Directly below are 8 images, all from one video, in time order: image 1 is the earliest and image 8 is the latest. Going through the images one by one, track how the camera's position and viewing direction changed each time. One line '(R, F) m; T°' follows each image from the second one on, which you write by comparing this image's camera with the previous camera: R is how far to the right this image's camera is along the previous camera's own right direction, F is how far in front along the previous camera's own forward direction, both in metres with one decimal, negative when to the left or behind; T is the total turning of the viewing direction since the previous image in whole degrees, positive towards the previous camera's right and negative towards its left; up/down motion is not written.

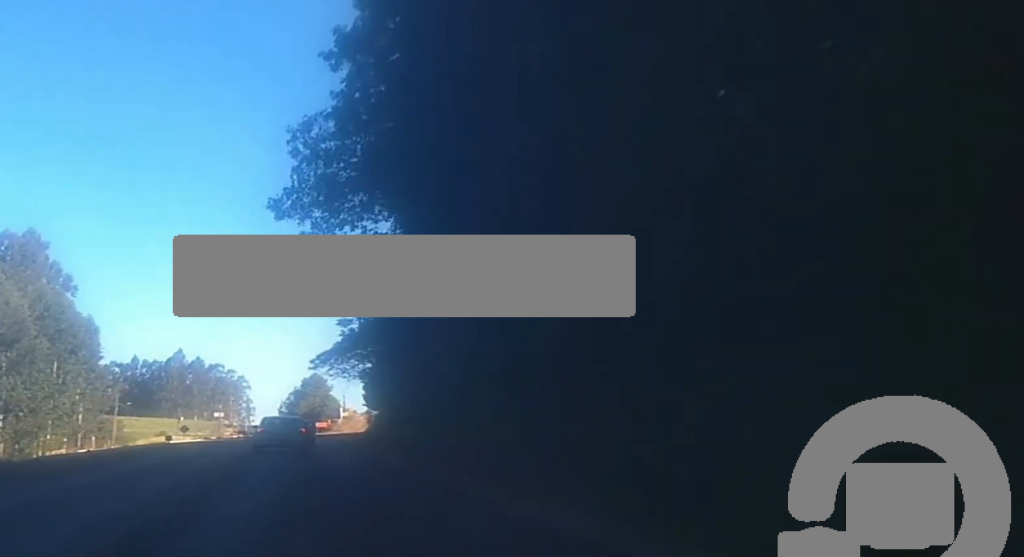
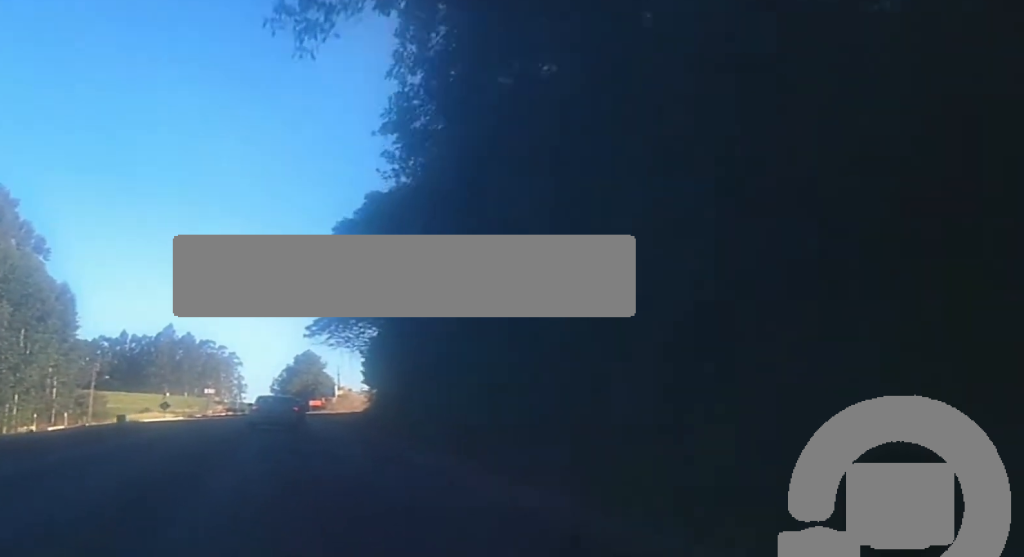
(0.0, +12.8) m; 0°
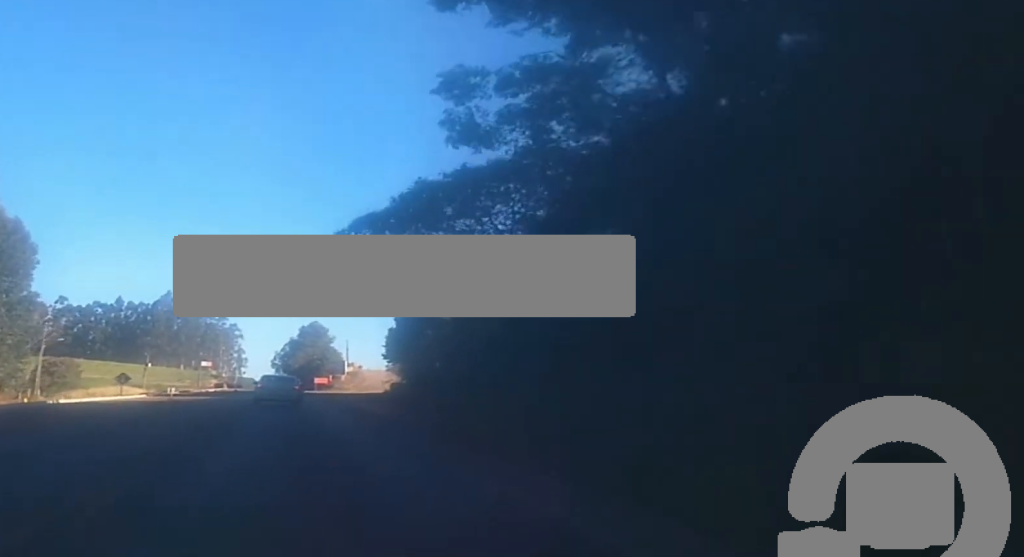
(+0.4, +29.3) m; +2°
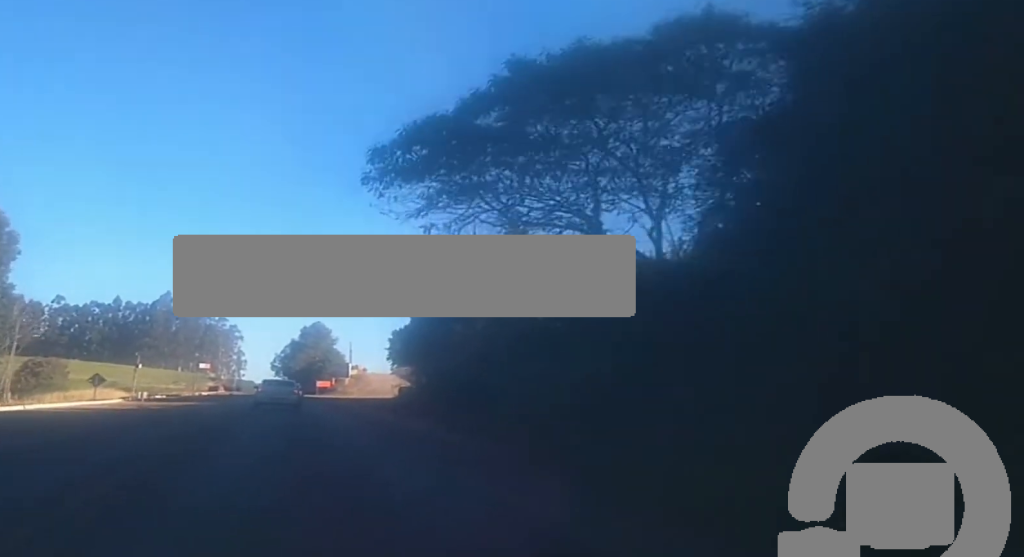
(+0.1, +11.0) m; +1°
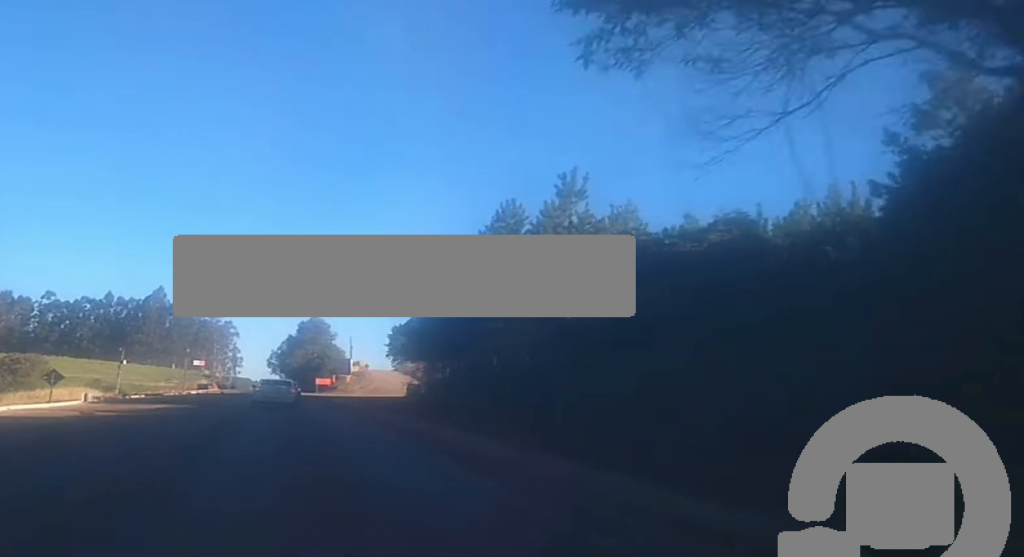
(0.0, +11.7) m; +1°
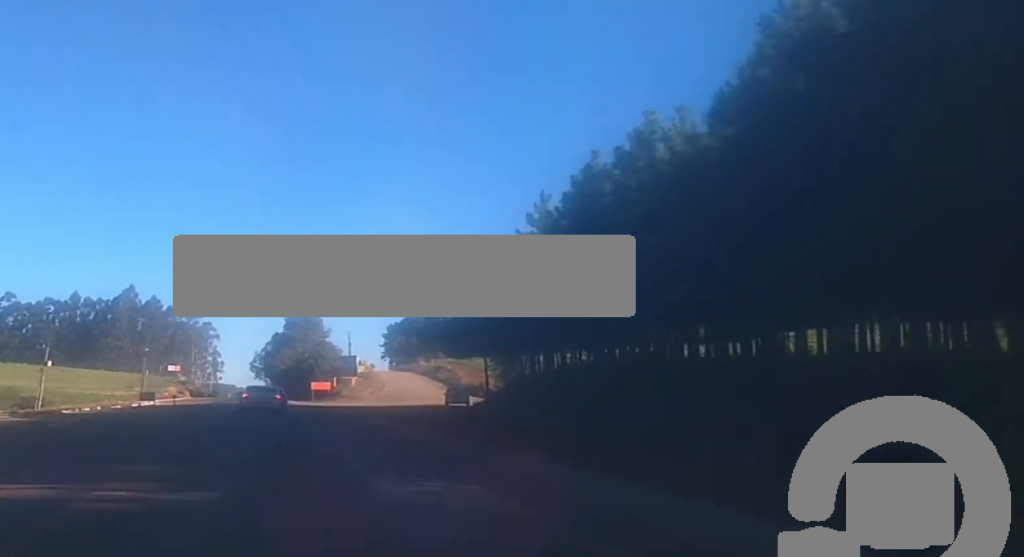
(+0.4, +36.9) m; 0°
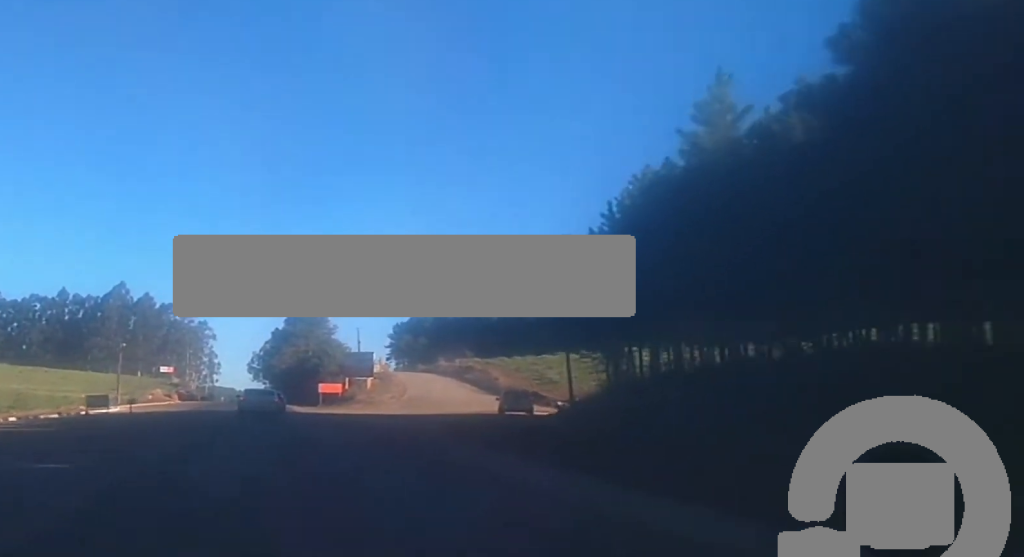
(-0.5, +20.7) m; -1°
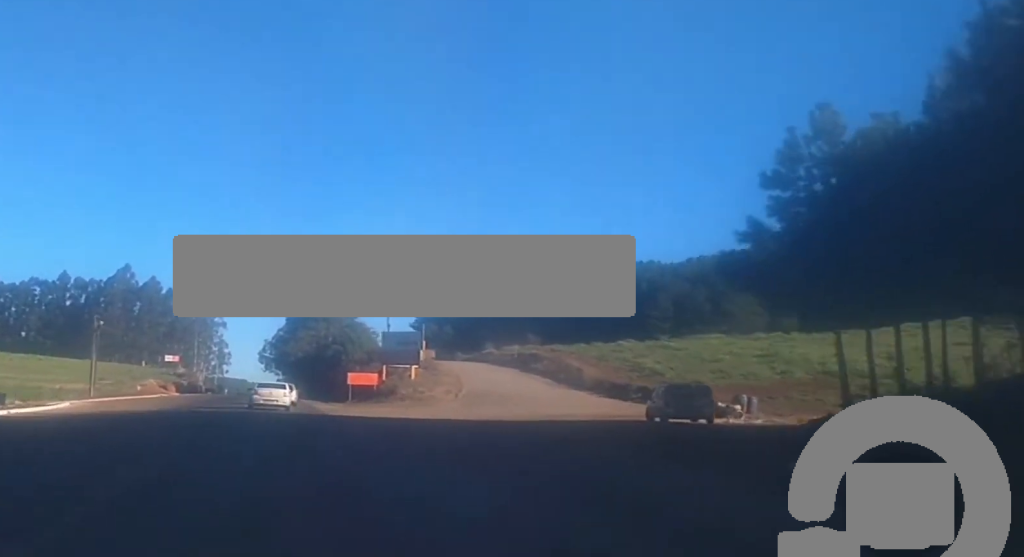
(+0.3, +25.2) m; 0°
